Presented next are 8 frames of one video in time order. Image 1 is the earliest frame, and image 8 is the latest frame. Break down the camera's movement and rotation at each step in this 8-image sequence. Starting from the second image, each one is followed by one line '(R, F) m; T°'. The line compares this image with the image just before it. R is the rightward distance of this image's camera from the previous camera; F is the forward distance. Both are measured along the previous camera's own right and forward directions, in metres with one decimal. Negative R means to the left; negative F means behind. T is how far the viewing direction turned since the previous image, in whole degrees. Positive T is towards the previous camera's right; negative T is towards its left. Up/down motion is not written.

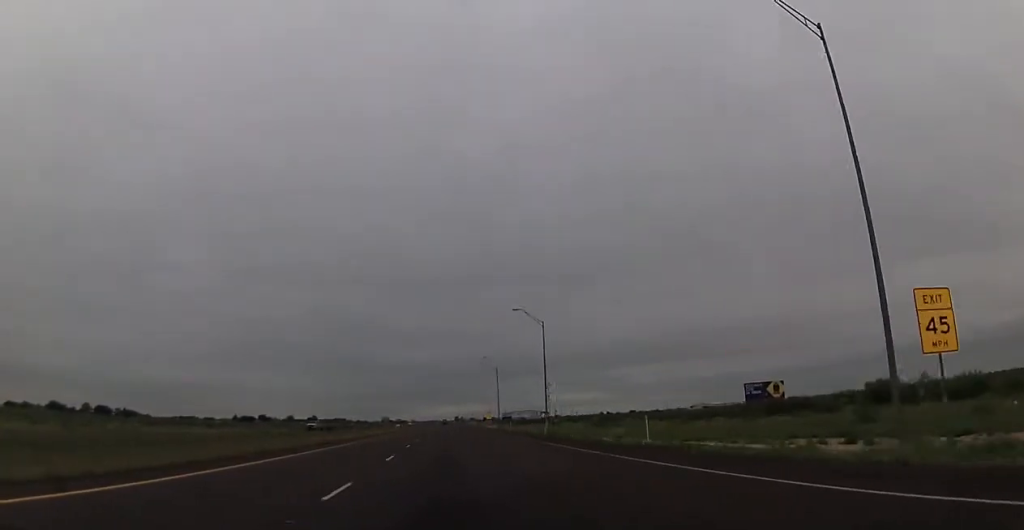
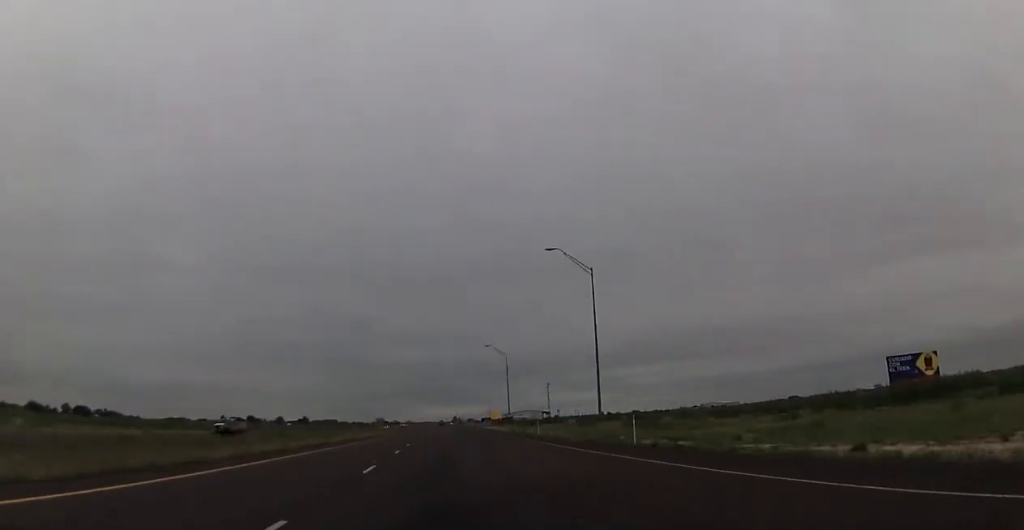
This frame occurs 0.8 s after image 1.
(0.0, +29.7) m; 0°
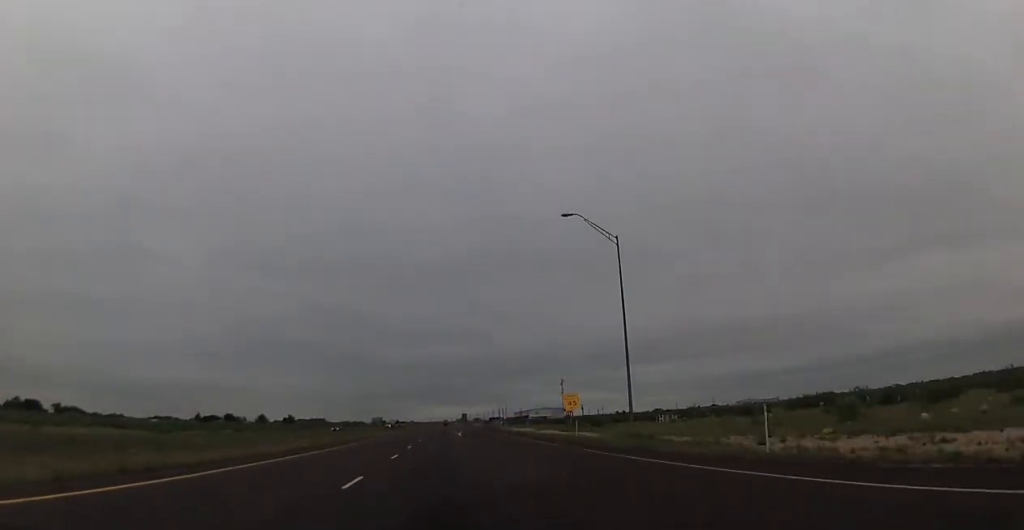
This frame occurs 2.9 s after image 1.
(-0.6, +76.8) m; 0°
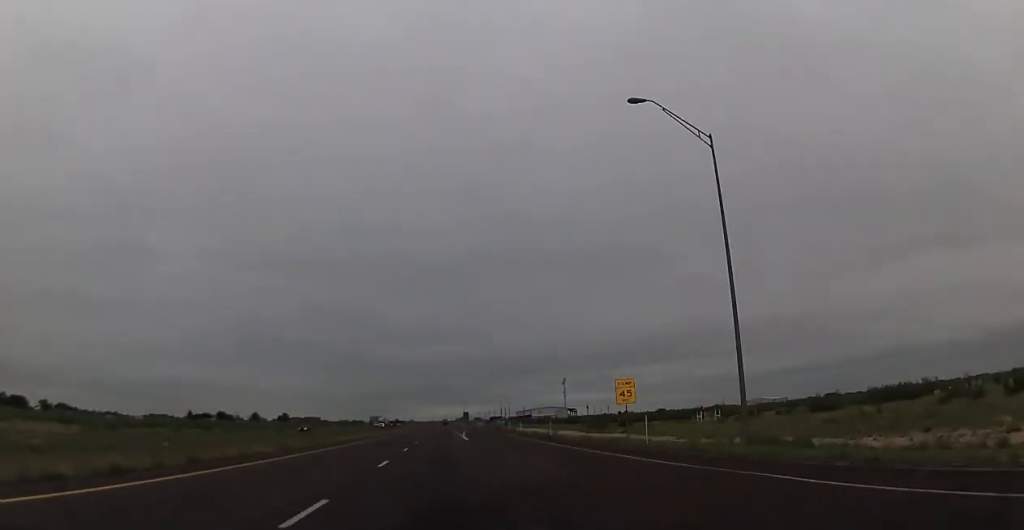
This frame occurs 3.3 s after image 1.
(-0.1, +17.3) m; 0°
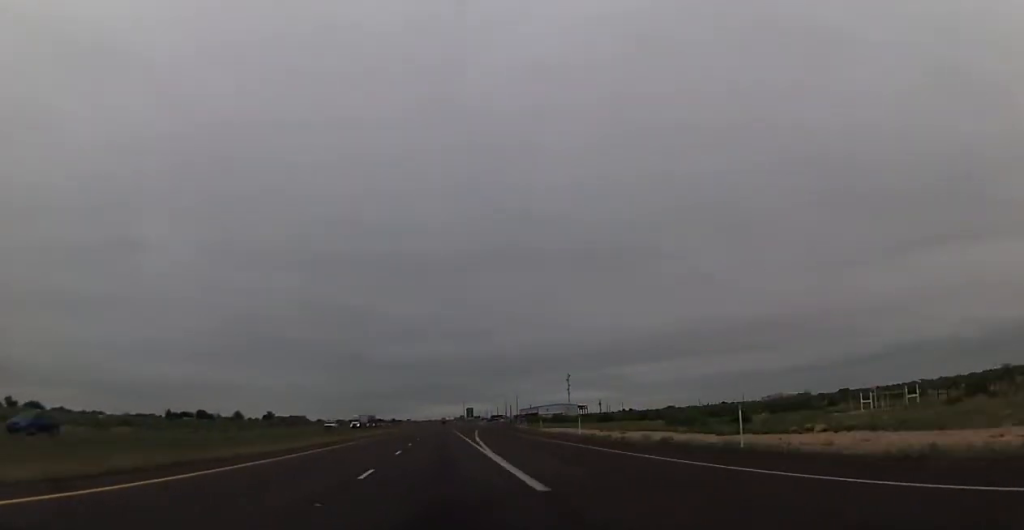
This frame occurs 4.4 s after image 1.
(+0.6, +40.8) m; 0°
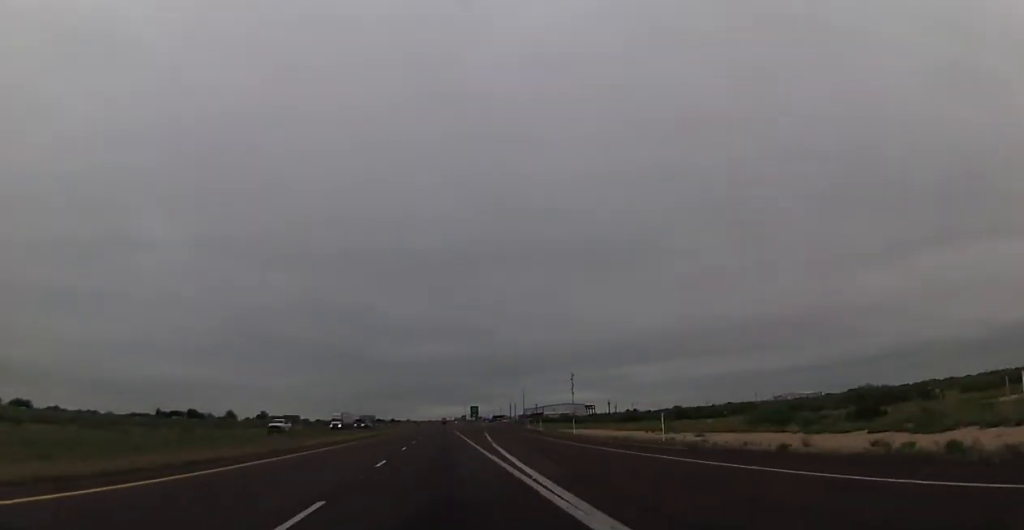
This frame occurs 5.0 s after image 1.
(-0.3, +19.8) m; 0°
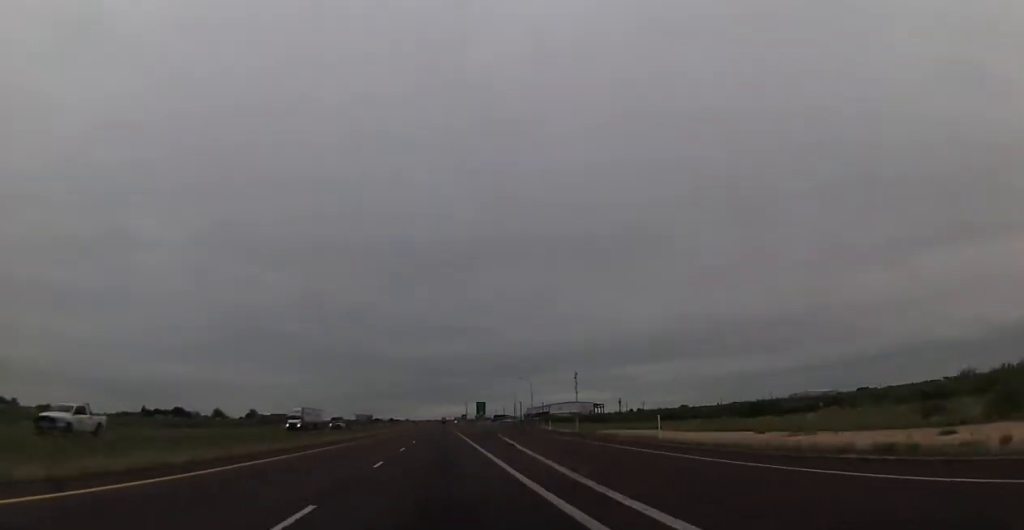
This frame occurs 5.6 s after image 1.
(-0.2, +24.8) m; 0°
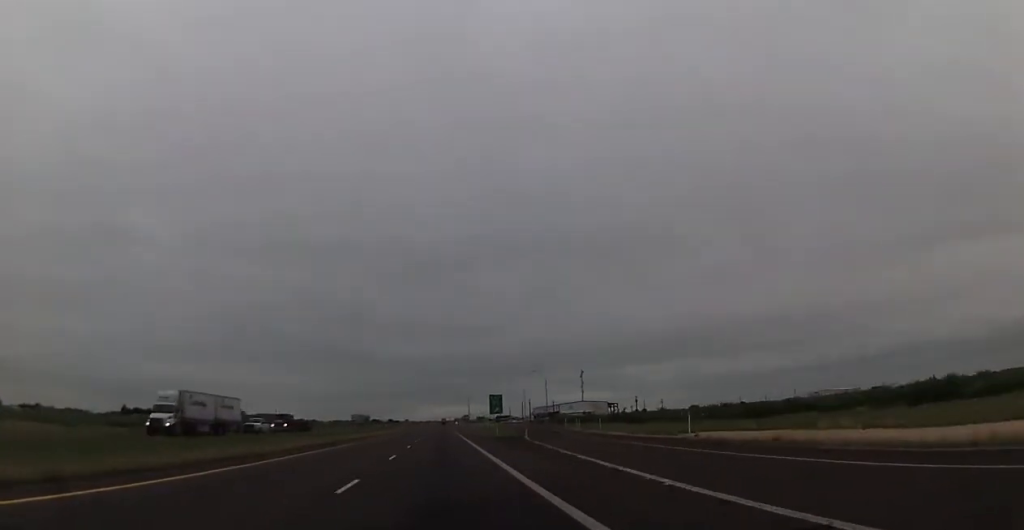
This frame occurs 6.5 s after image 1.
(0.0, +31.0) m; +1°
